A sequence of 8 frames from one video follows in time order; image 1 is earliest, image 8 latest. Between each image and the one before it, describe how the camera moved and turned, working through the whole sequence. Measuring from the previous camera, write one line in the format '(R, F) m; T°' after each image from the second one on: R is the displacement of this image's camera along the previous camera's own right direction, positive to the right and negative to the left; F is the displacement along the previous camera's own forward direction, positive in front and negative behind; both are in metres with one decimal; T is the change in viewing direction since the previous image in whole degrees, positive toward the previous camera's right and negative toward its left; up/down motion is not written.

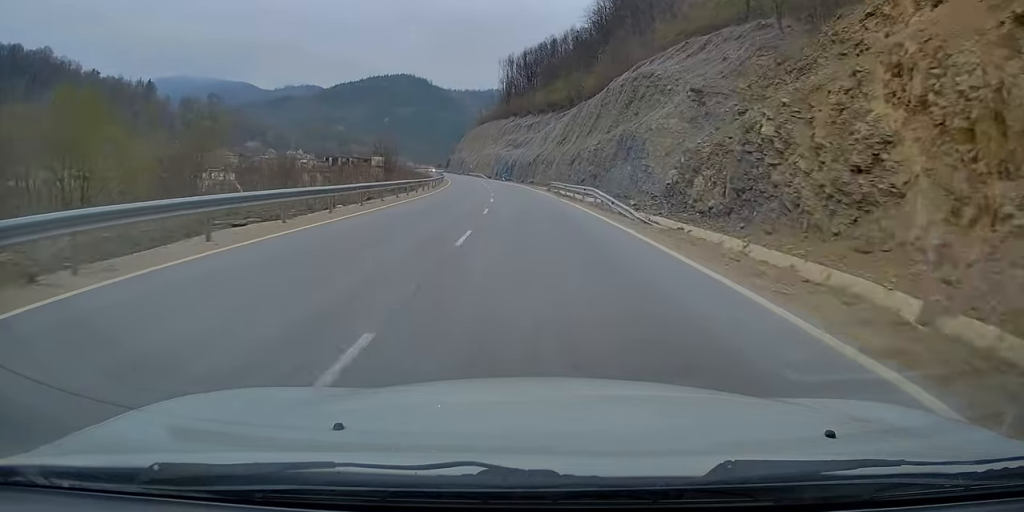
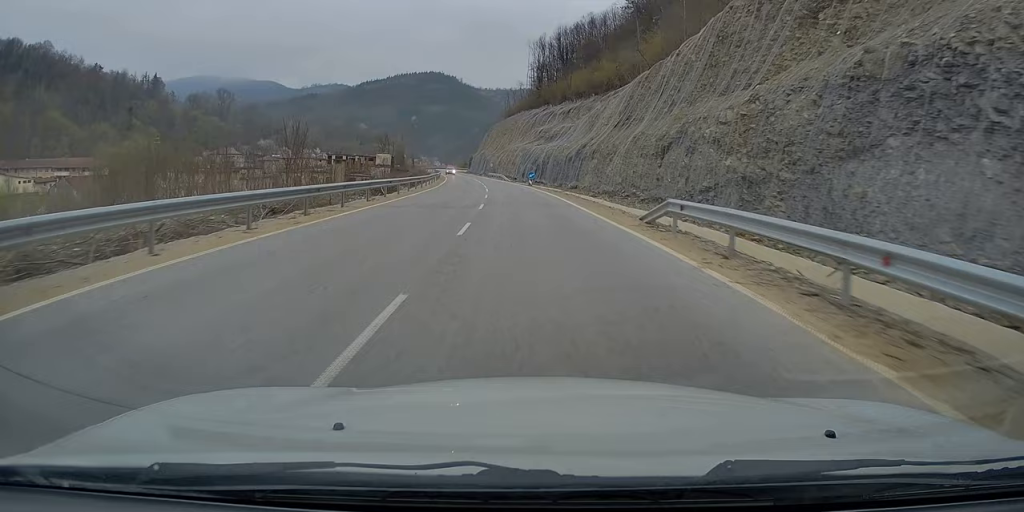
(-0.7, +34.4) m; -3°
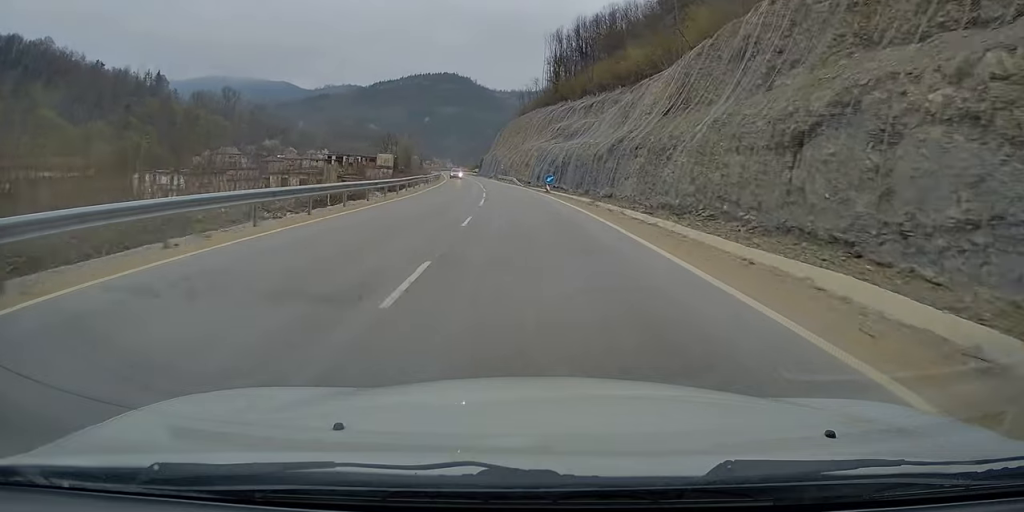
(-0.2, +15.5) m; -2°
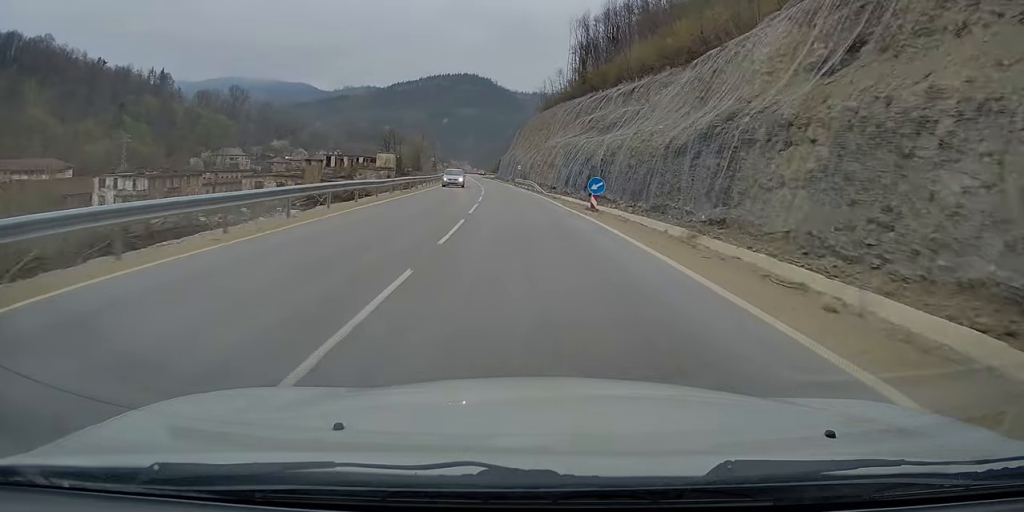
(-0.4, +21.3) m; -3°
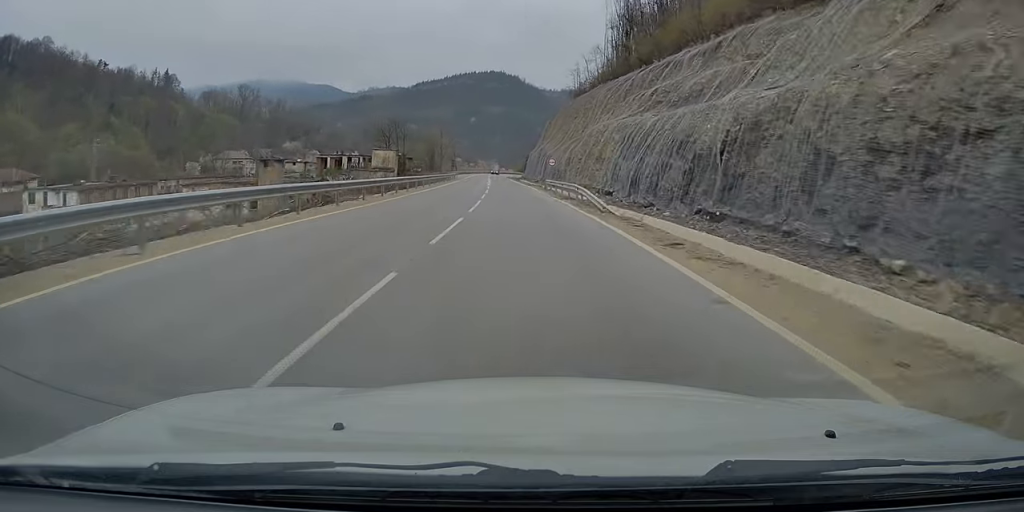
(-0.8, +27.5) m; -2°
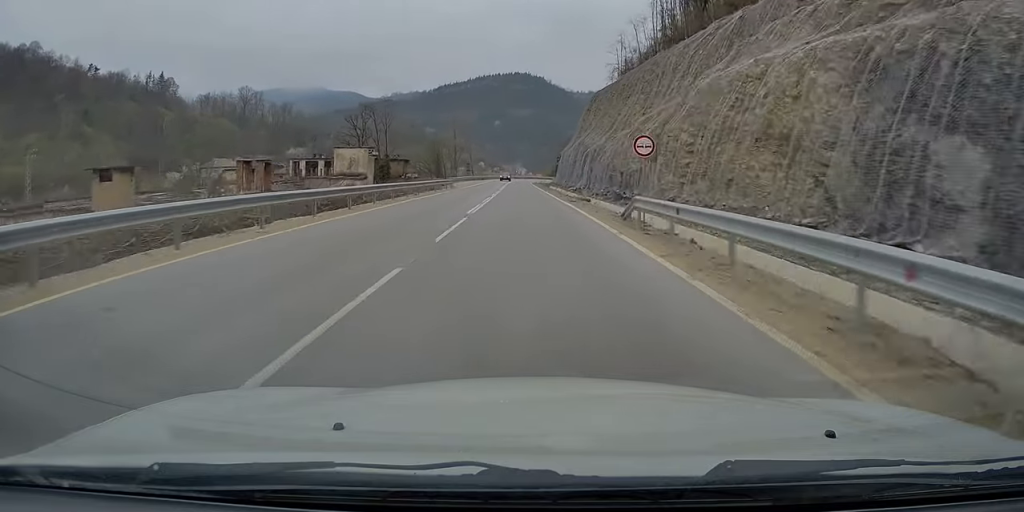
(-0.8, +35.1) m; -2°
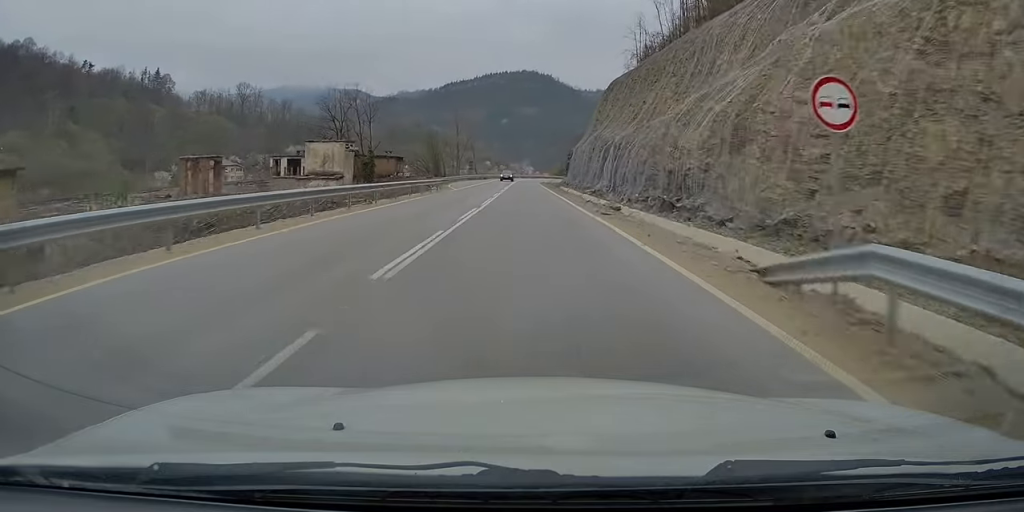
(-0.2, +12.4) m; -1°
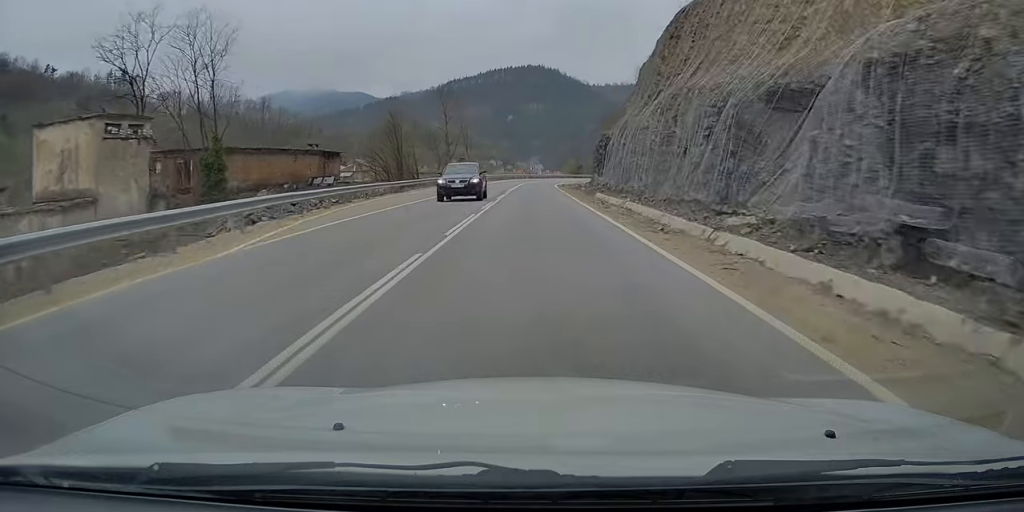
(-0.3, +39.2) m; -1°
